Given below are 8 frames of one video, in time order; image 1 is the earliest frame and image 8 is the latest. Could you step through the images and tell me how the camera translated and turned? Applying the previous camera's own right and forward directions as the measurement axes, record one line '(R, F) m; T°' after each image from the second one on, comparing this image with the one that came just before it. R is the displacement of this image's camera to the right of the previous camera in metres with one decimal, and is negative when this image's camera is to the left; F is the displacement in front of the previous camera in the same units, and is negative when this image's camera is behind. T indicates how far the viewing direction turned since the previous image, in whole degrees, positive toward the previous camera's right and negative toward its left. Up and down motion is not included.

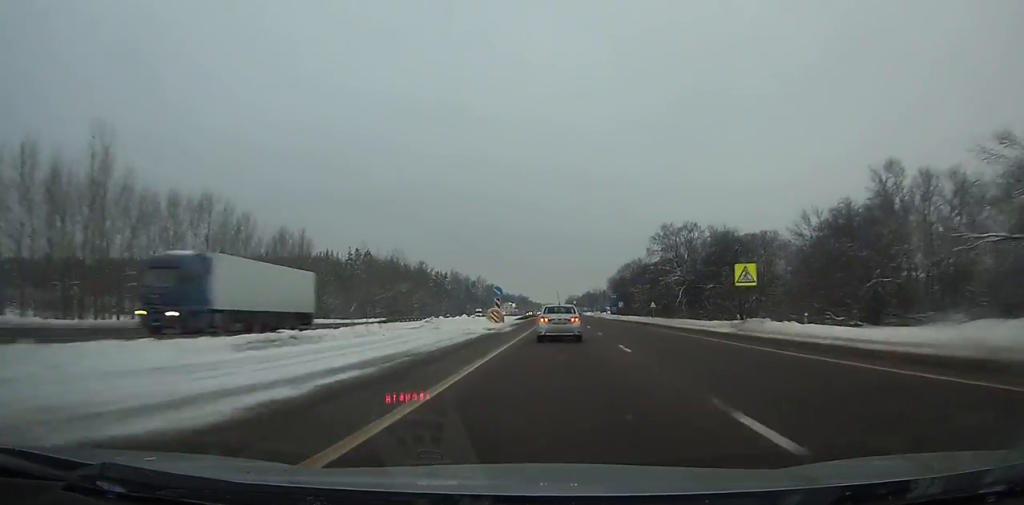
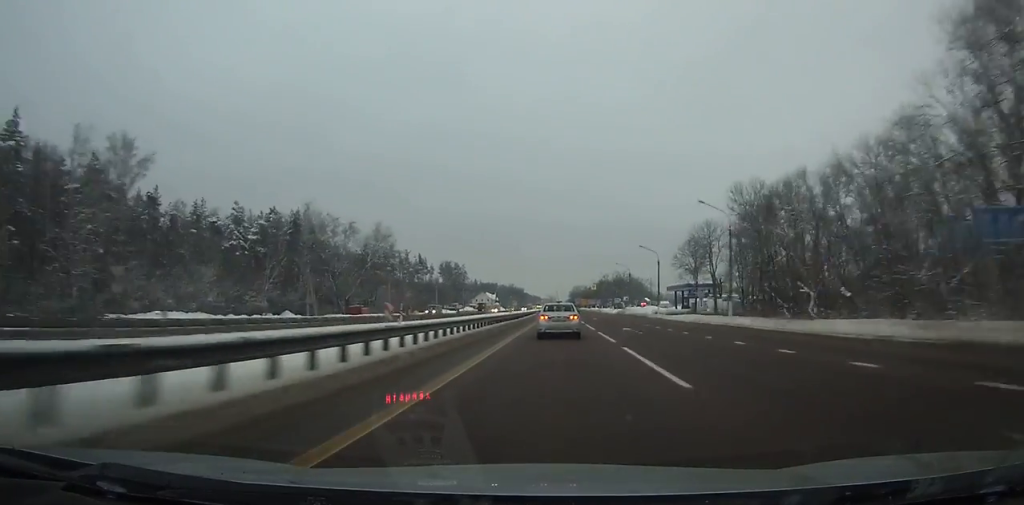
(0.0, +164.1) m; 0°
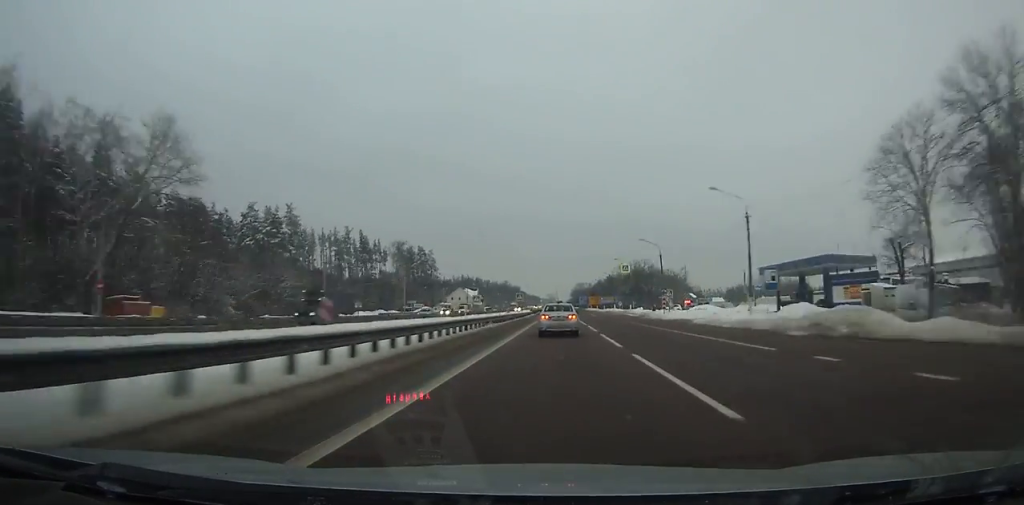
(-0.1, +74.5) m; 0°
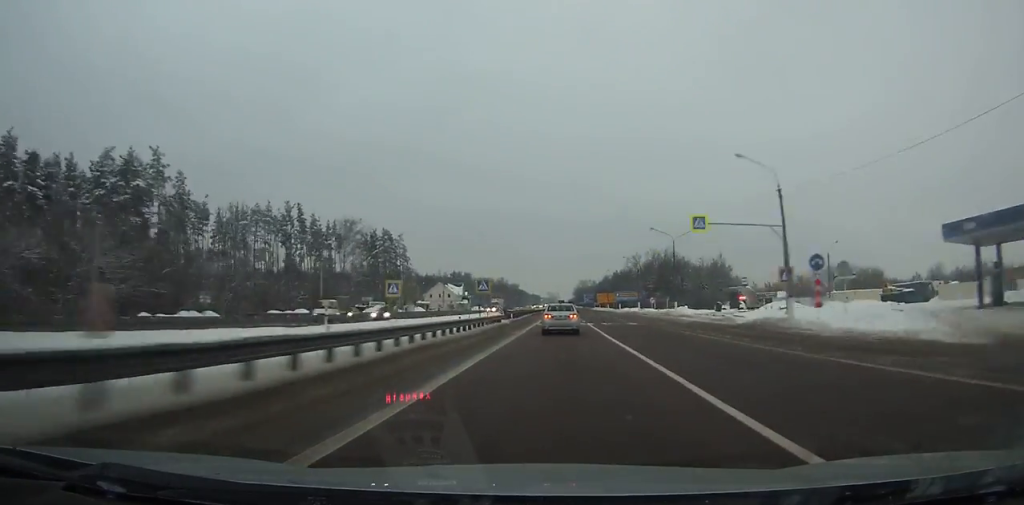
(0.0, +43.9) m; 0°
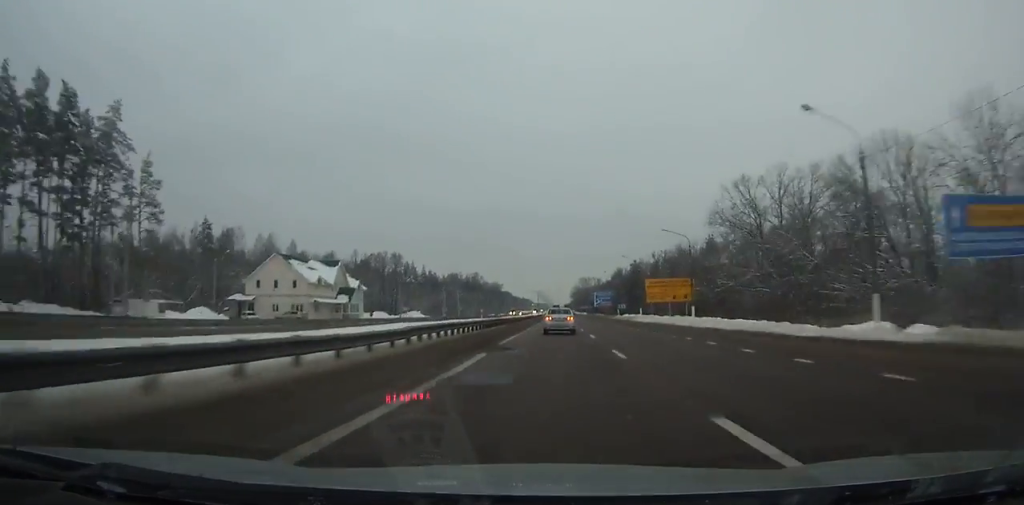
(+0.5, +117.1) m; 0°
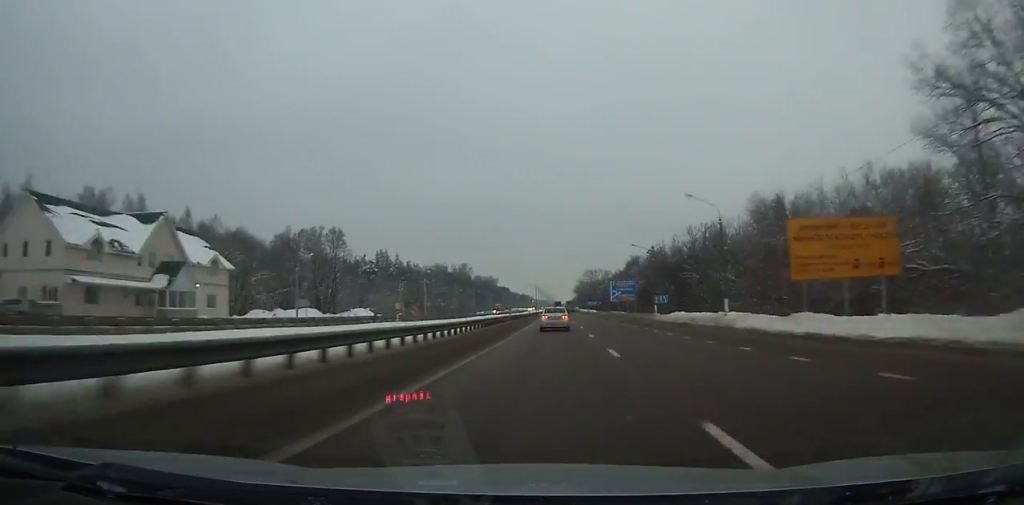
(0.0, +48.8) m; 0°
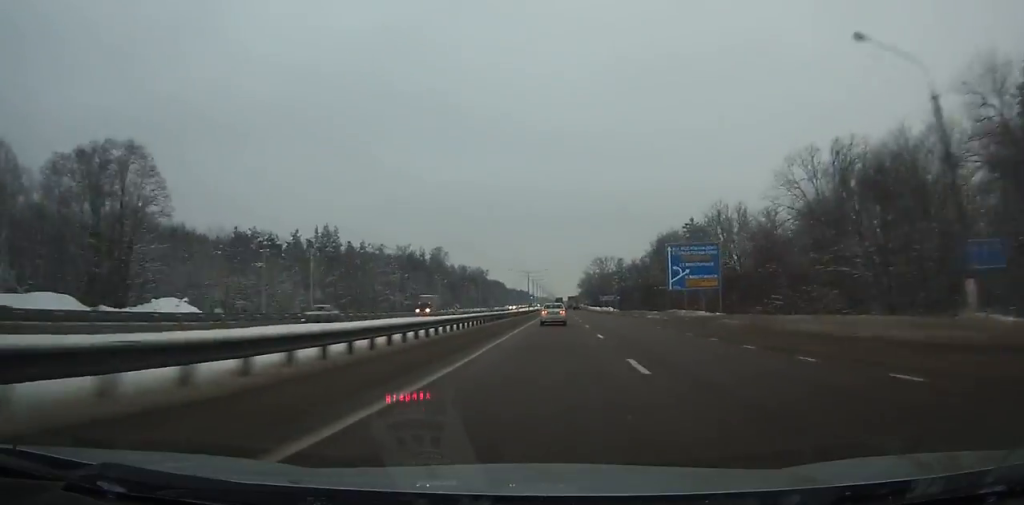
(-0.2, +64.9) m; 0°
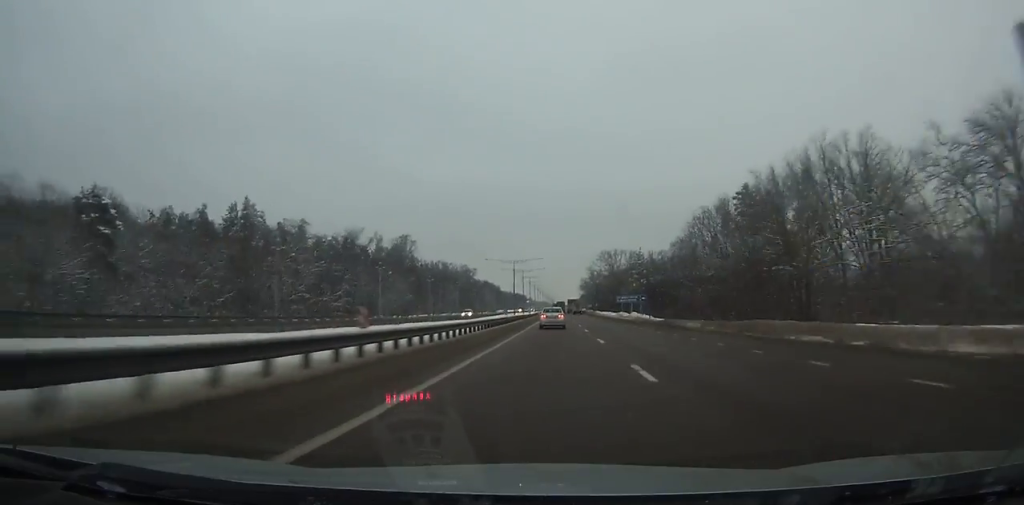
(0.0, +48.8) m; 0°
